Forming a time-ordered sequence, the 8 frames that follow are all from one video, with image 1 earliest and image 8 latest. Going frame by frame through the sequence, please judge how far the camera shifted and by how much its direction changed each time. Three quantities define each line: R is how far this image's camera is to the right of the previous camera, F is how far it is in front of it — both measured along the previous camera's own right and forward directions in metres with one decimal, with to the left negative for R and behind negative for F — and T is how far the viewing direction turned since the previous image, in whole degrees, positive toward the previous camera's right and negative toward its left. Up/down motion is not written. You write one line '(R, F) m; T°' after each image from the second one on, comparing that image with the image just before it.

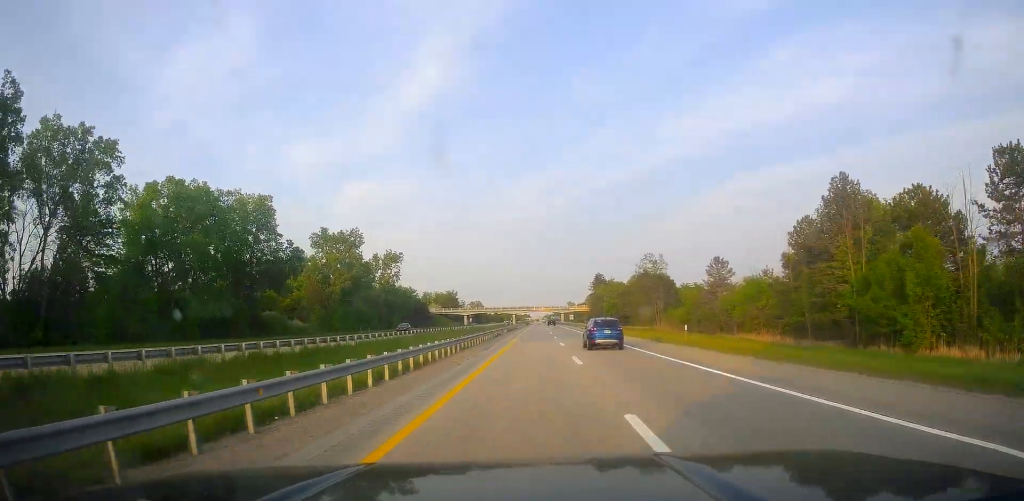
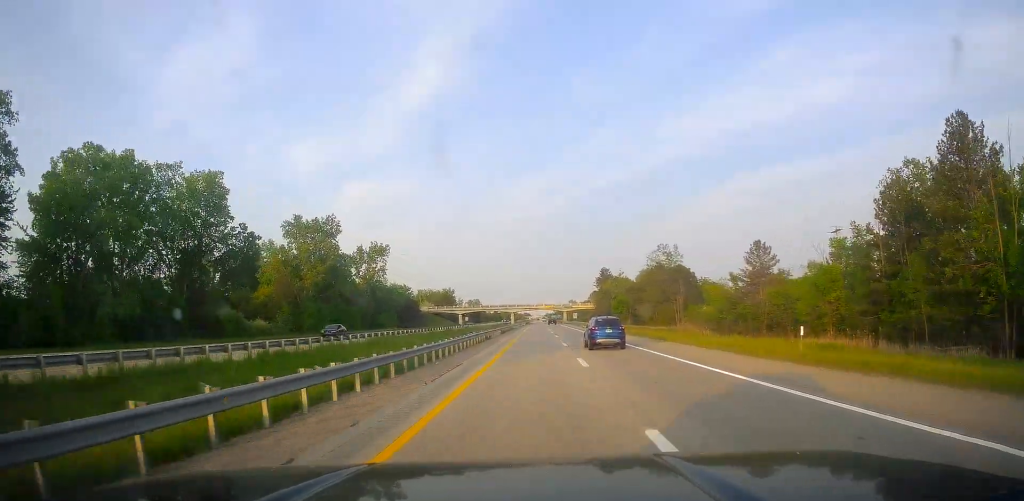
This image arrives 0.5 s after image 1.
(-0.3, +16.5) m; 0°
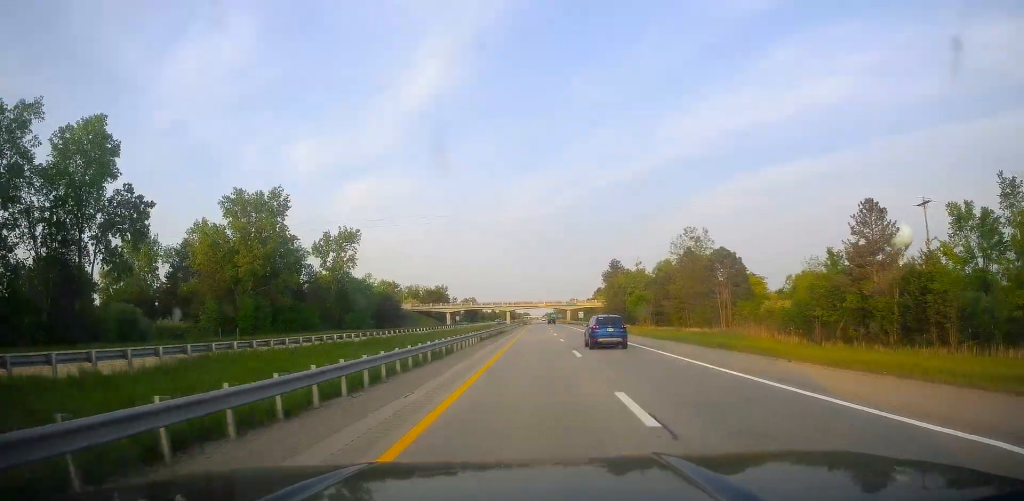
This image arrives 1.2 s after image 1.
(+0.1, +25.9) m; 0°
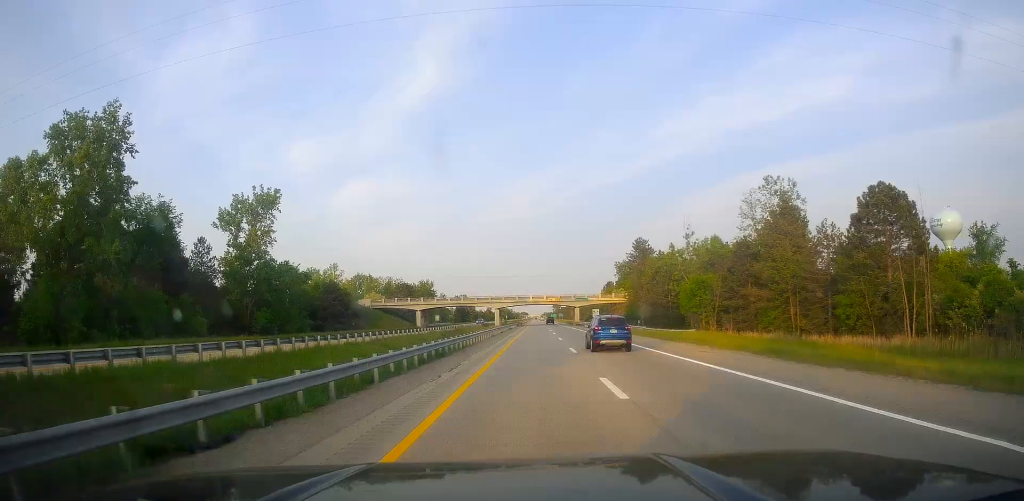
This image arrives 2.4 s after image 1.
(+0.4, +42.5) m; 0°
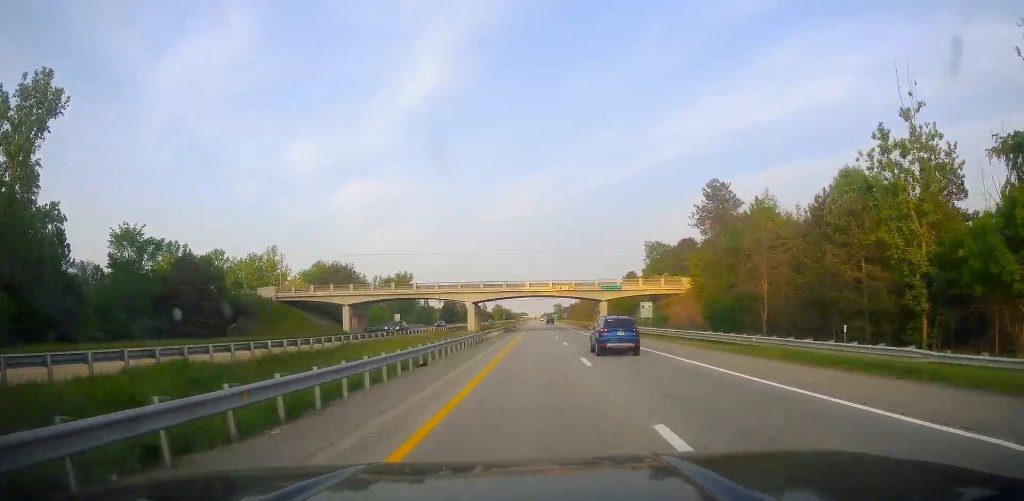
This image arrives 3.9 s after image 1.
(-0.6, +52.2) m; 0°
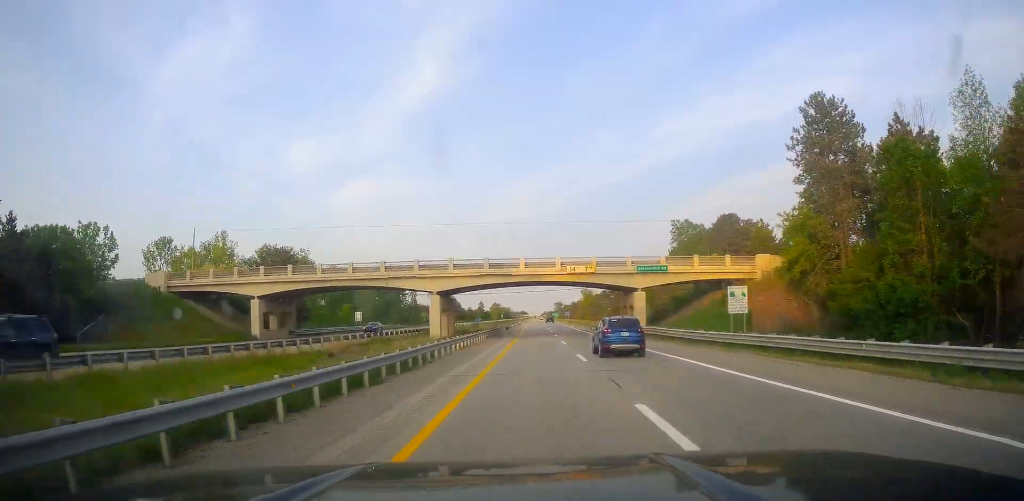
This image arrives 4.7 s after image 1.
(+0.4, +28.4) m; +1°
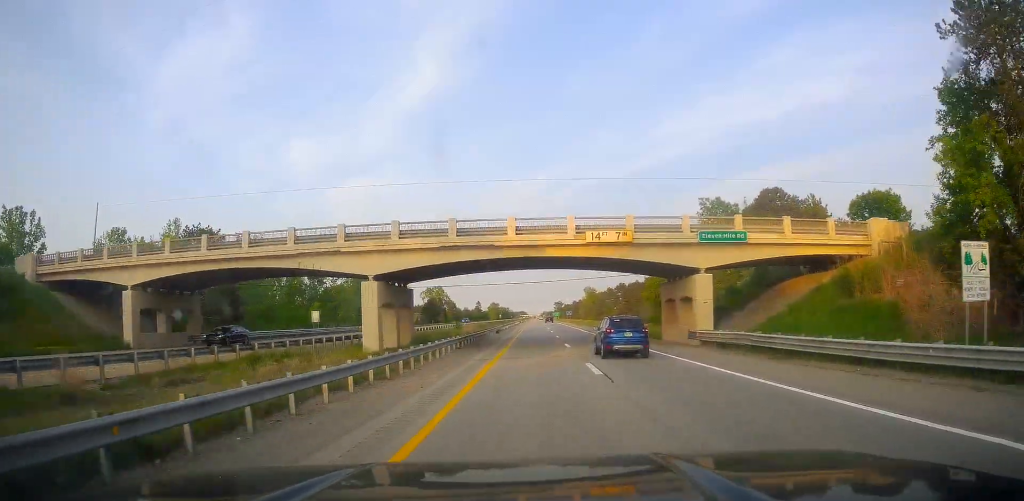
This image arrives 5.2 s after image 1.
(0.0, +20.1) m; 0°
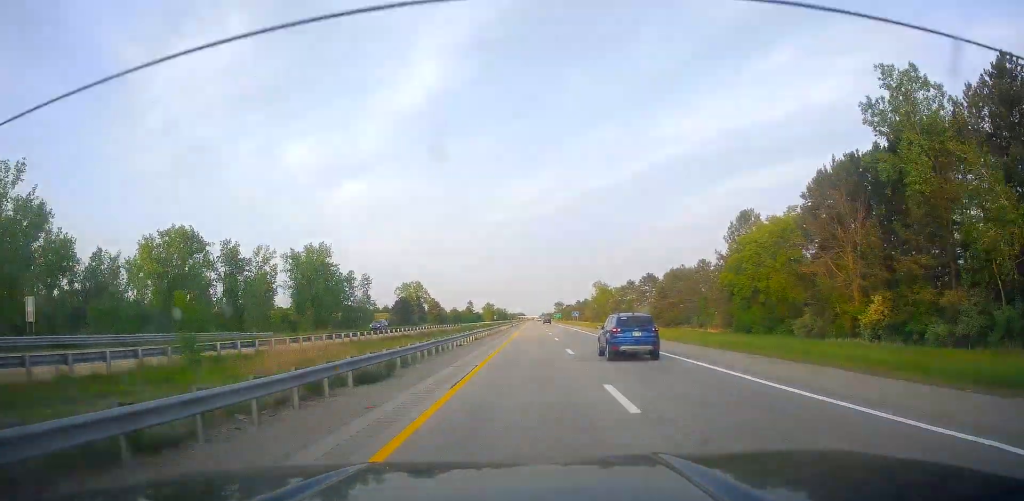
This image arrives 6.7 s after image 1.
(0.0, +52.3) m; 0°
